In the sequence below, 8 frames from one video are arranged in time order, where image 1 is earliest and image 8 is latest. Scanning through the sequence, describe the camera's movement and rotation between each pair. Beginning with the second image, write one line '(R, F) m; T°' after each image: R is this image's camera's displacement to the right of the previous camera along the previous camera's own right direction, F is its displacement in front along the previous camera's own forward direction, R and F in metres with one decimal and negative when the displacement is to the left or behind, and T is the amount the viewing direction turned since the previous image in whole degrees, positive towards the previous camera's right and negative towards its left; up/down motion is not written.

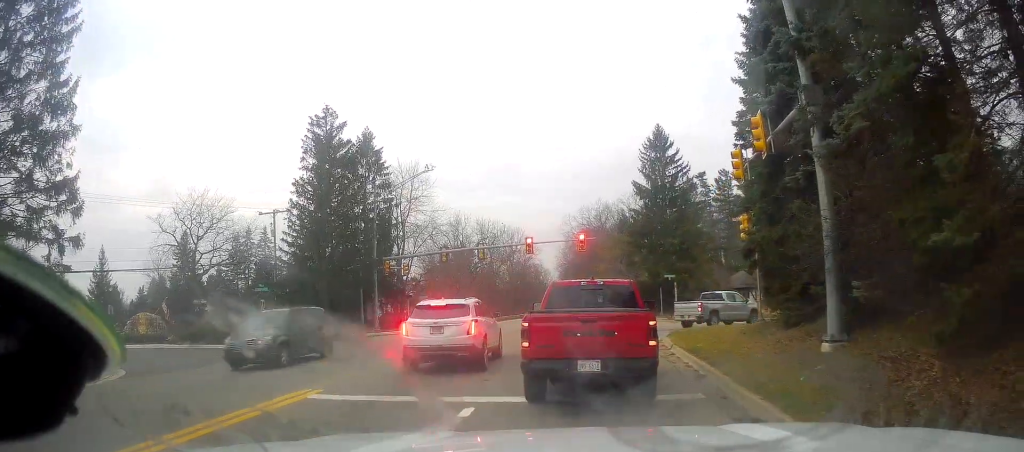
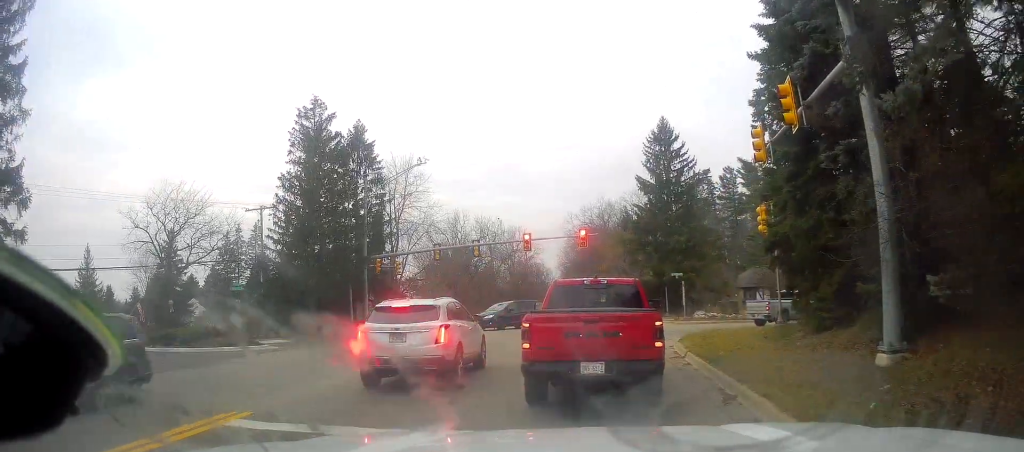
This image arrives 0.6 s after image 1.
(0.0, +2.4) m; -5°
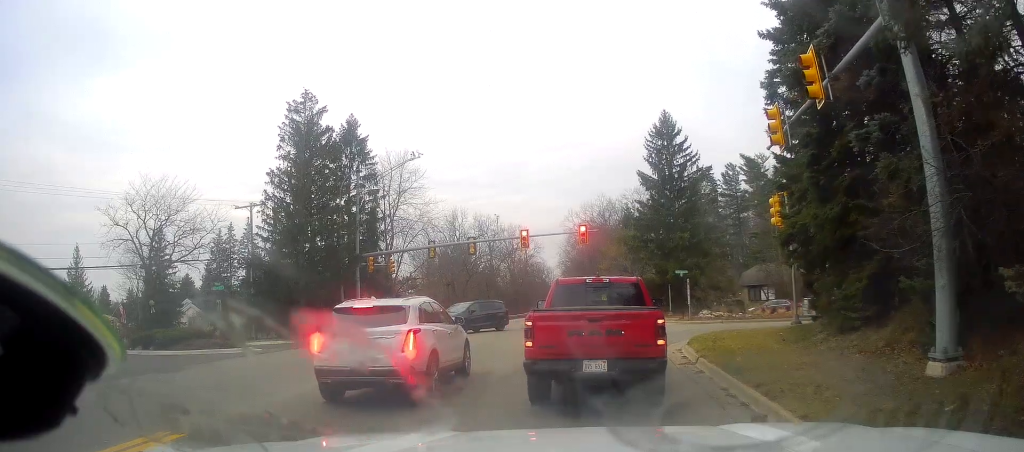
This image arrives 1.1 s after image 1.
(-0.2, +1.7) m; +1°
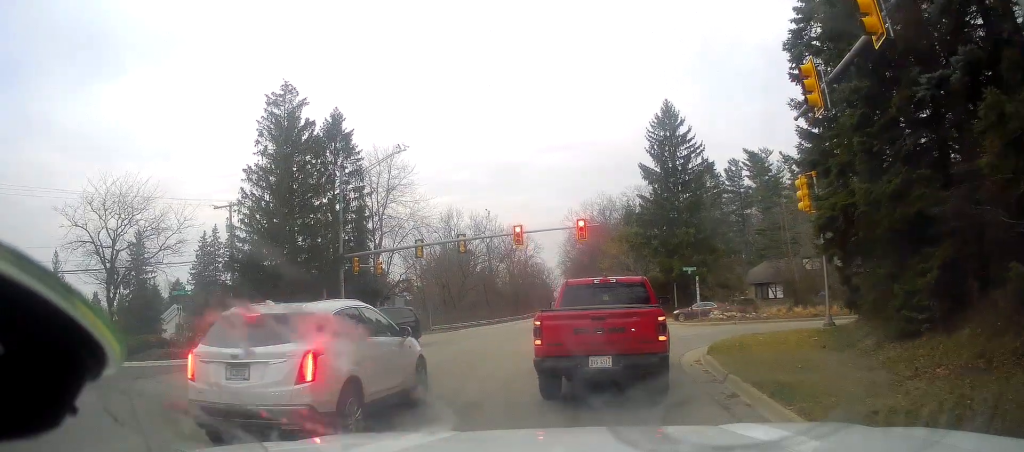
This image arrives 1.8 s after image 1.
(-0.1, +3.0) m; 0°
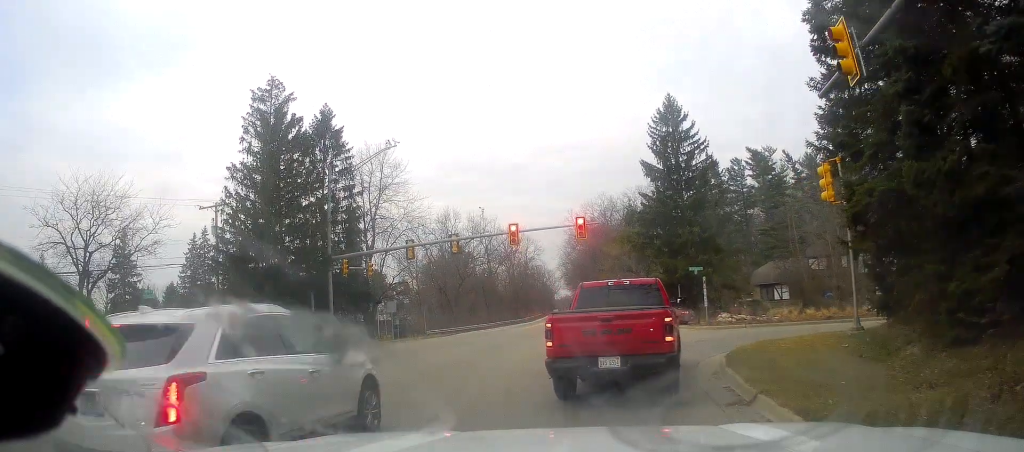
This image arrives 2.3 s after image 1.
(+0.3, +1.9) m; -2°
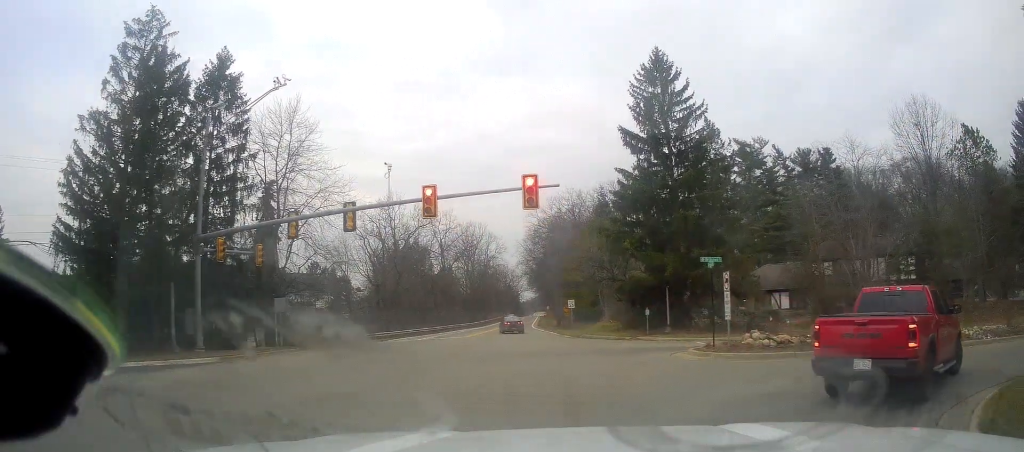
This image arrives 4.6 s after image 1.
(+0.3, +10.7) m; +15°
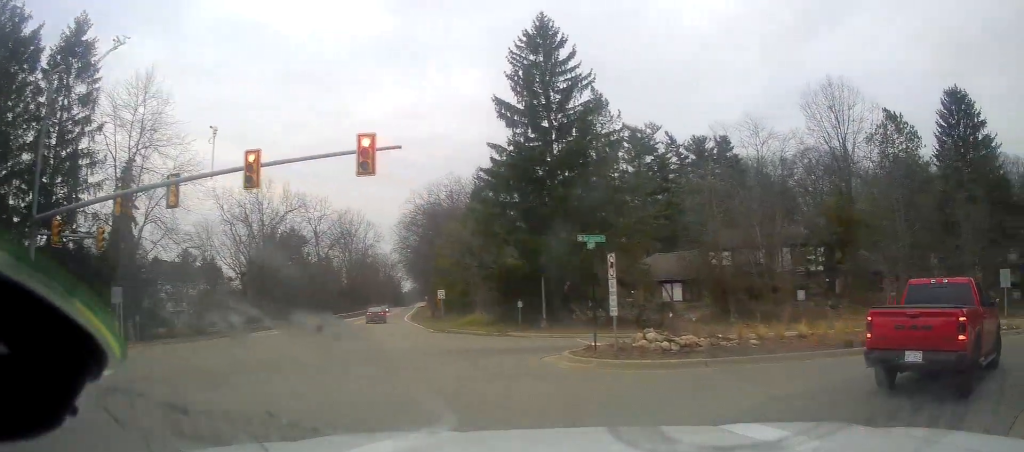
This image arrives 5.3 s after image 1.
(+0.2, +4.3) m; +7°
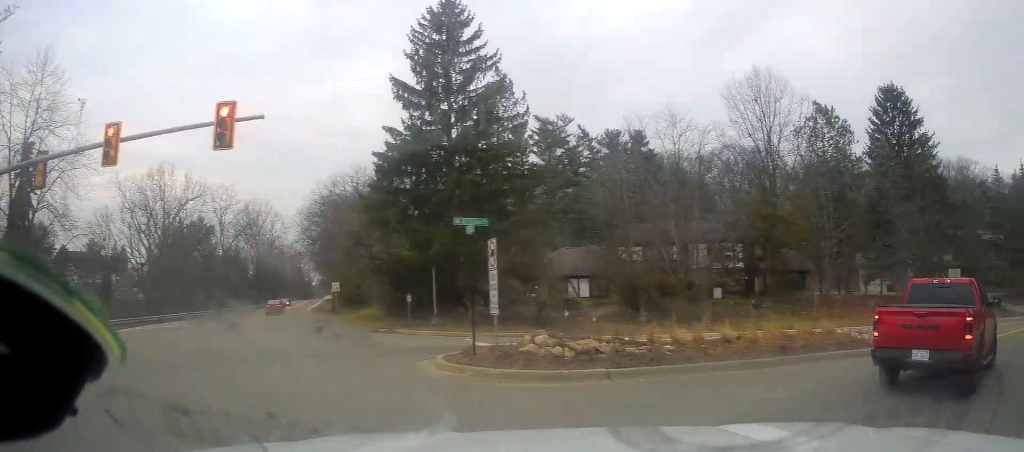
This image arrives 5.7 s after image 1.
(0.0, +2.5) m; +5°
